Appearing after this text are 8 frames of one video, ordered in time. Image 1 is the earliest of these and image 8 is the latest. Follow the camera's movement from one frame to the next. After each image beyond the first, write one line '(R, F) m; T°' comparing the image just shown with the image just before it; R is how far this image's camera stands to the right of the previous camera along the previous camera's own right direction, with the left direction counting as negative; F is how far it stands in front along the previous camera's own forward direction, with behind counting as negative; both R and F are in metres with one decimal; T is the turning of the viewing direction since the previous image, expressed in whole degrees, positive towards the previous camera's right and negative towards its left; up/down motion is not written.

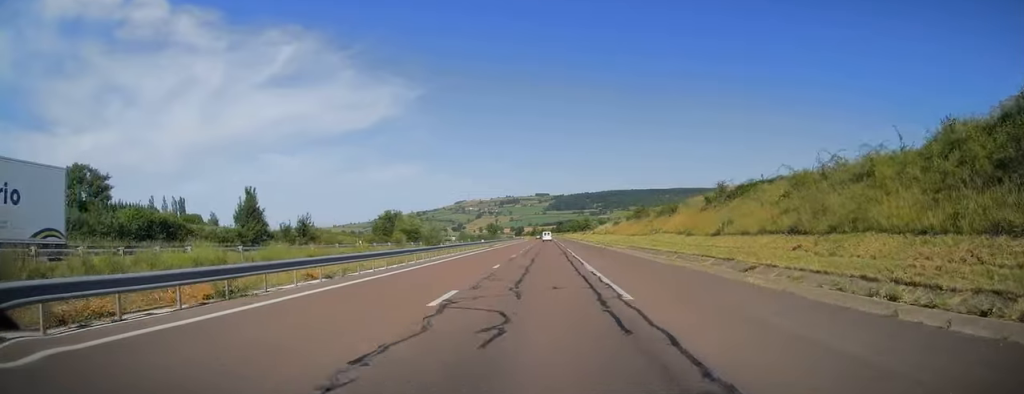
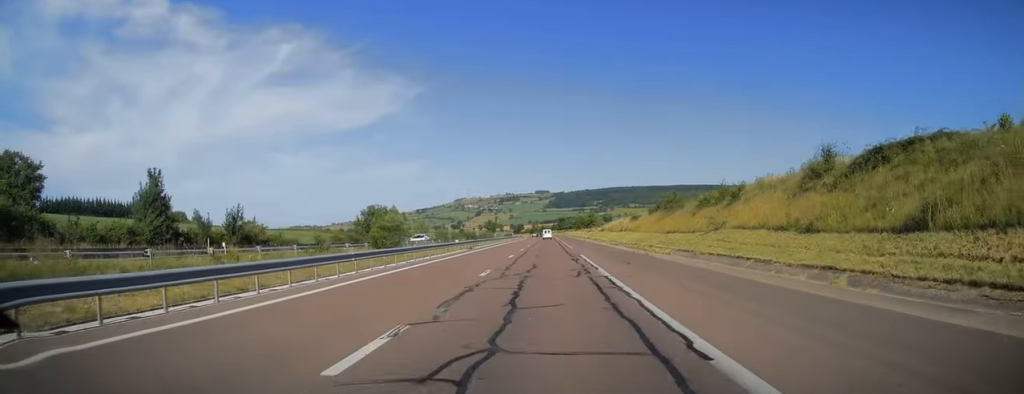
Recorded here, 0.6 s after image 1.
(+0.3, +18.7) m; +1°
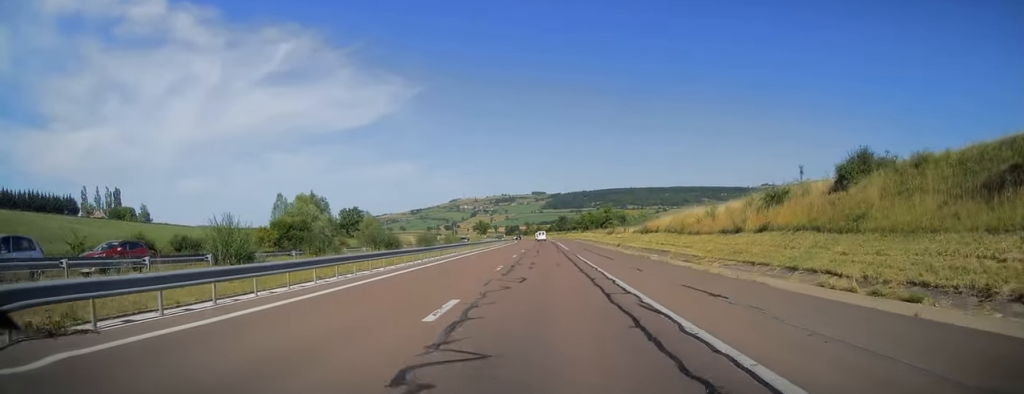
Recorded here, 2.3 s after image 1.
(+0.4, +48.1) m; 0°
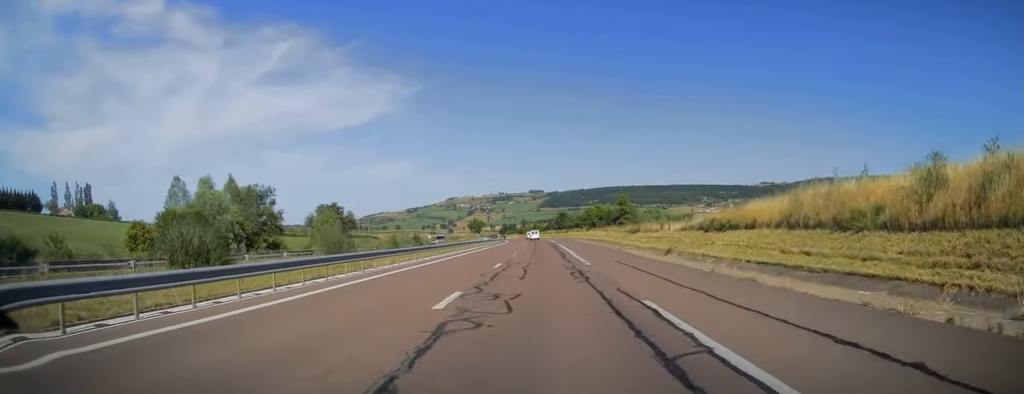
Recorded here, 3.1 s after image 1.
(0.0, +24.5) m; 0°
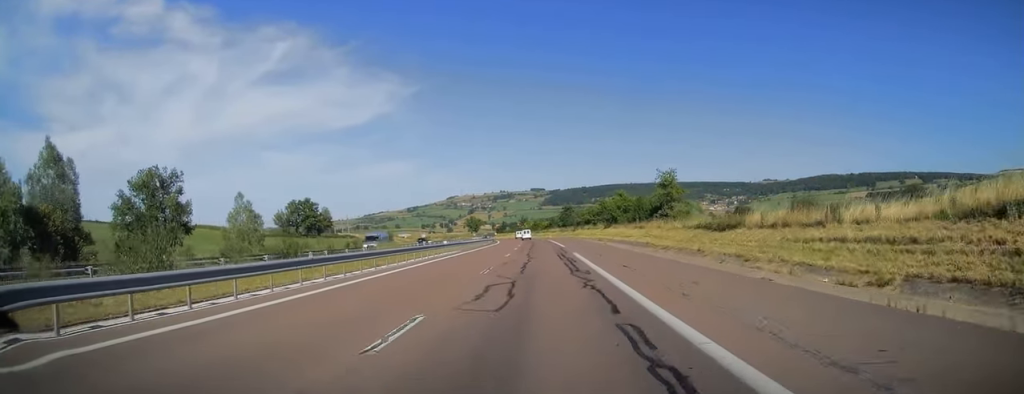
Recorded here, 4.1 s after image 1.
(0.0, +30.0) m; -1°
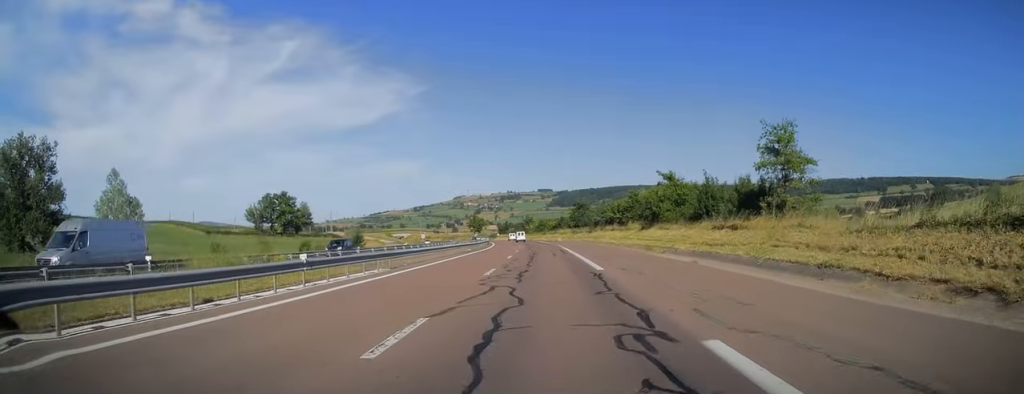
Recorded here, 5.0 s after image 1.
(-0.3, +26.0) m; -1°
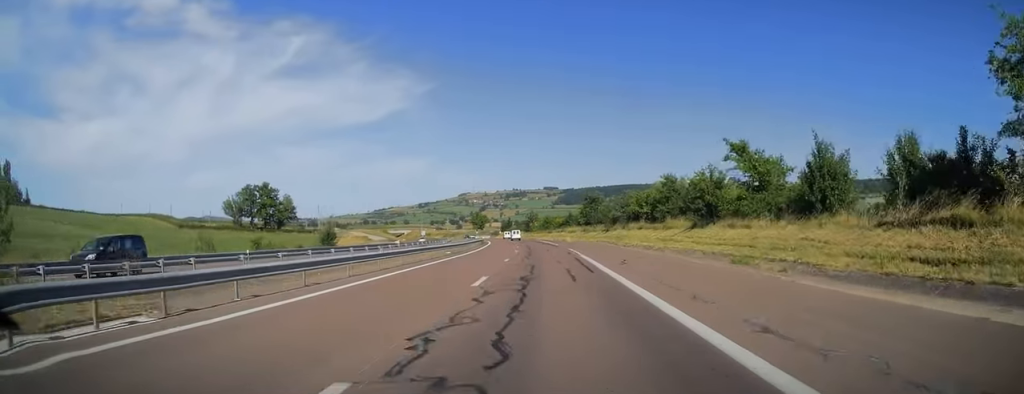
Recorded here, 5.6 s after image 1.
(0.0, +17.2) m; 0°
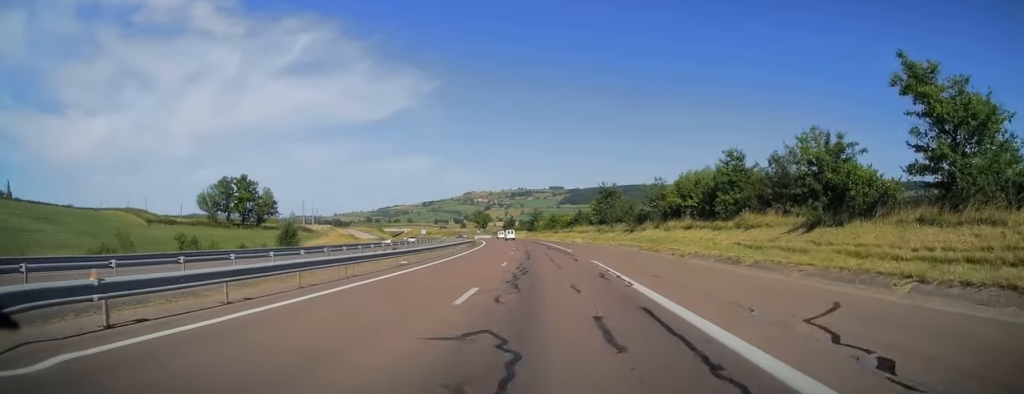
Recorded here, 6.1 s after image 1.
(0.0, +16.7) m; 0°
